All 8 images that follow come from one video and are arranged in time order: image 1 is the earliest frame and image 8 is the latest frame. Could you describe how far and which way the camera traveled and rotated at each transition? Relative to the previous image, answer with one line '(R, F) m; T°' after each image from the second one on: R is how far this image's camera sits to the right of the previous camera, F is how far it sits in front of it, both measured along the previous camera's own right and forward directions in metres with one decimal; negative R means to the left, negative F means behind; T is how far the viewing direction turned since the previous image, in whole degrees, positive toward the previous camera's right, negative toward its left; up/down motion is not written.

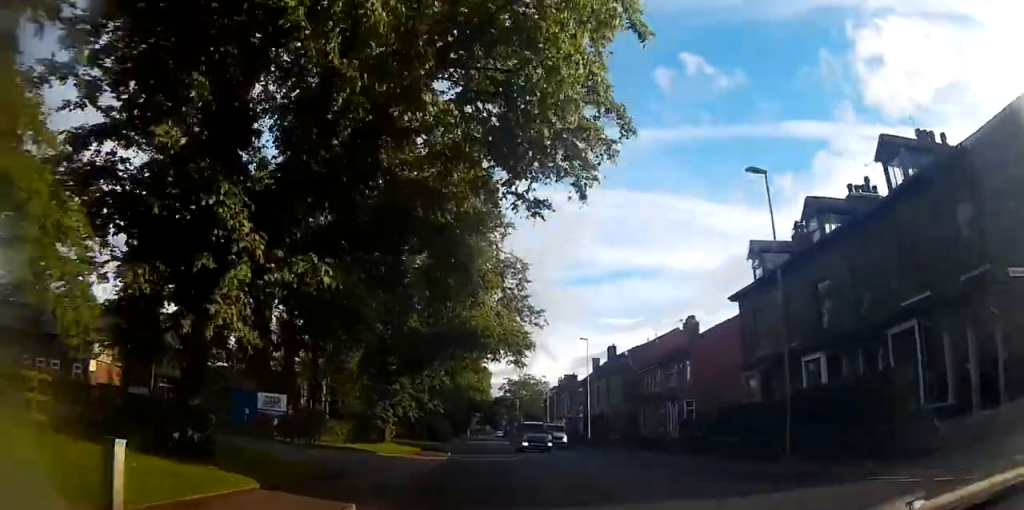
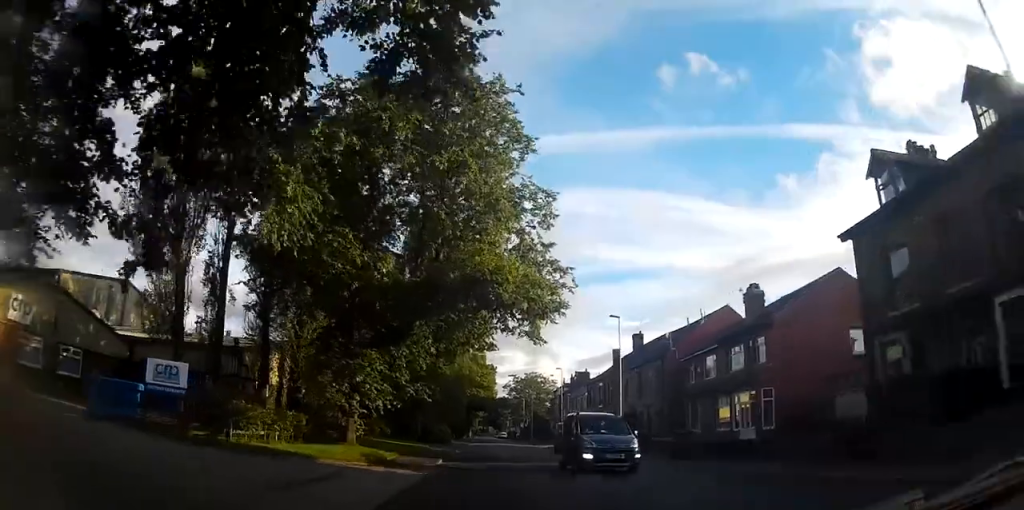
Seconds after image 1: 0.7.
(0.0, +9.7) m; 0°
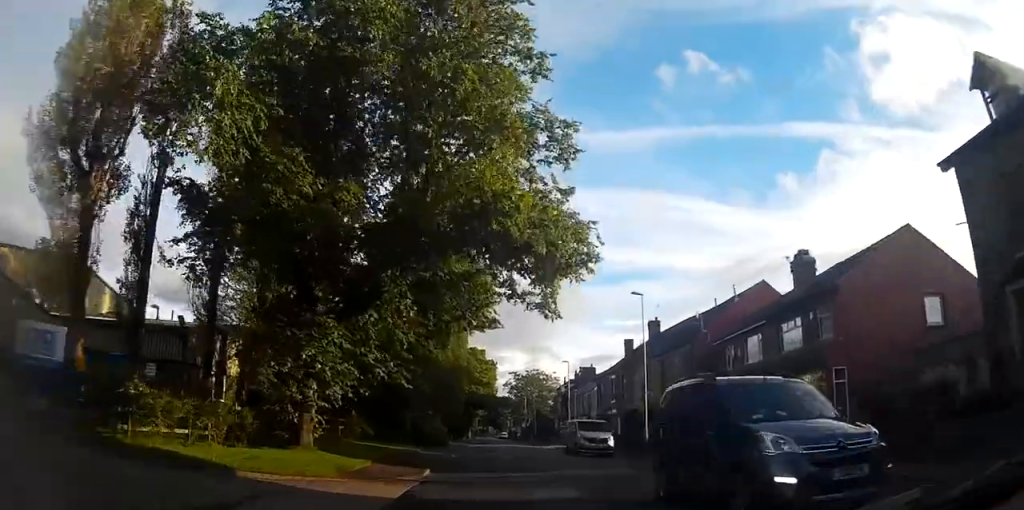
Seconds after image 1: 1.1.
(0.0, +5.8) m; 0°
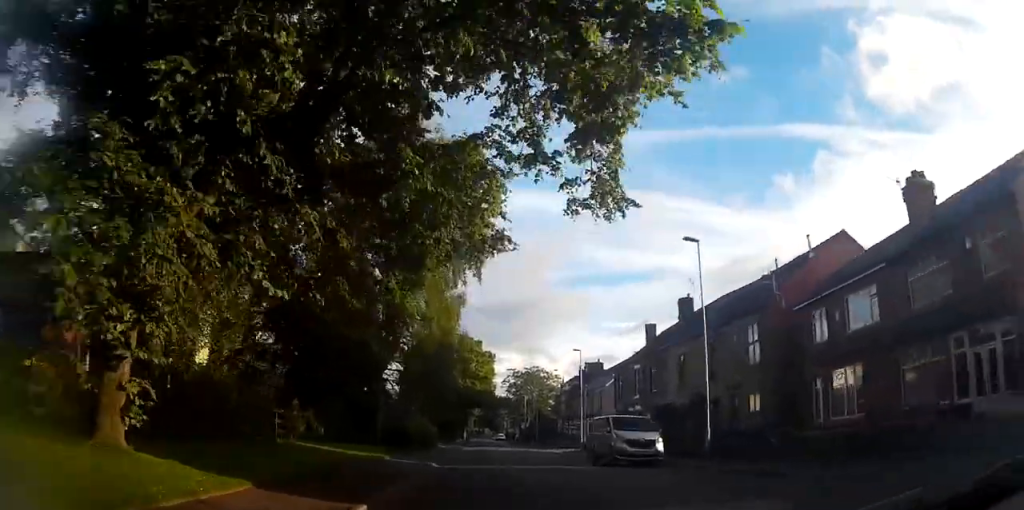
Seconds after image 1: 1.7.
(0.0, +9.2) m; 0°
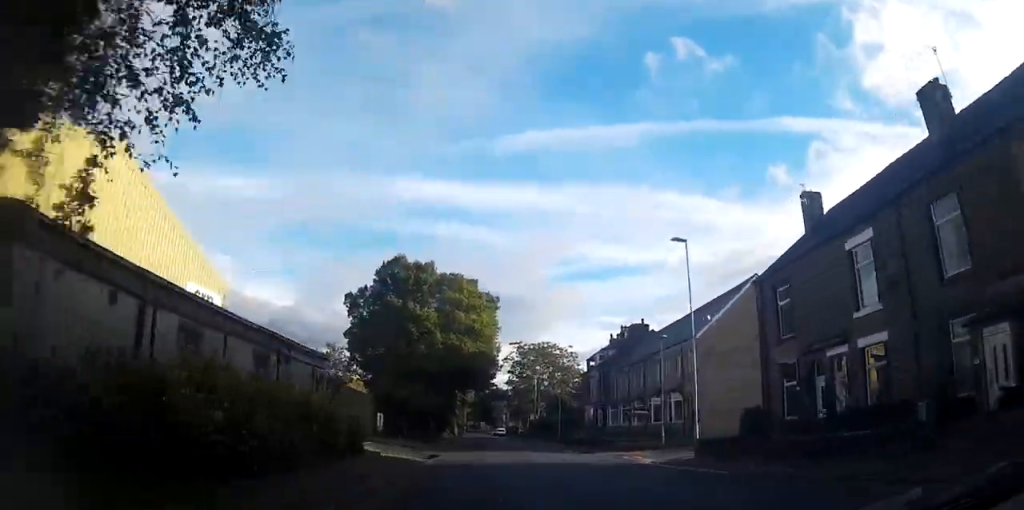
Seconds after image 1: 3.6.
(+0.1, +27.7) m; 0°
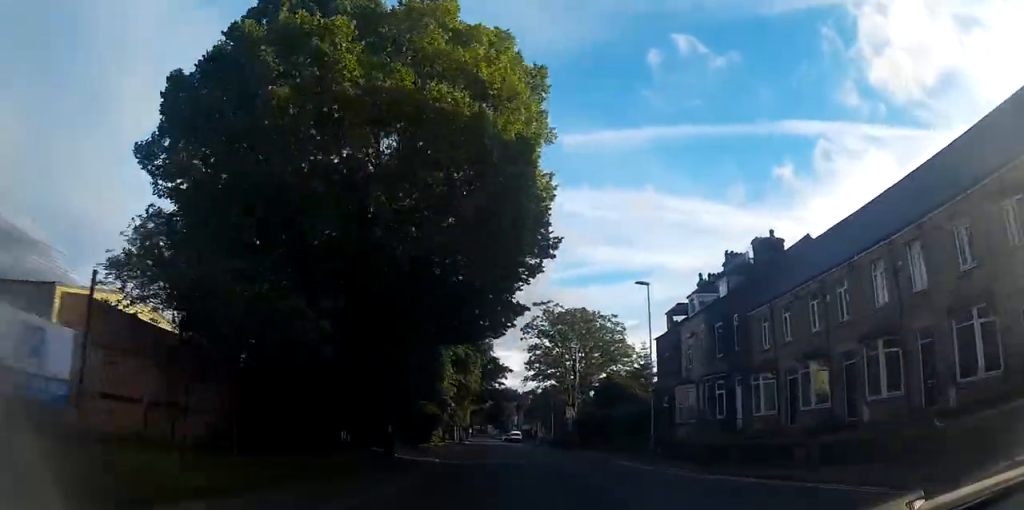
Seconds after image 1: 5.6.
(+0.1, +29.6) m; 0°
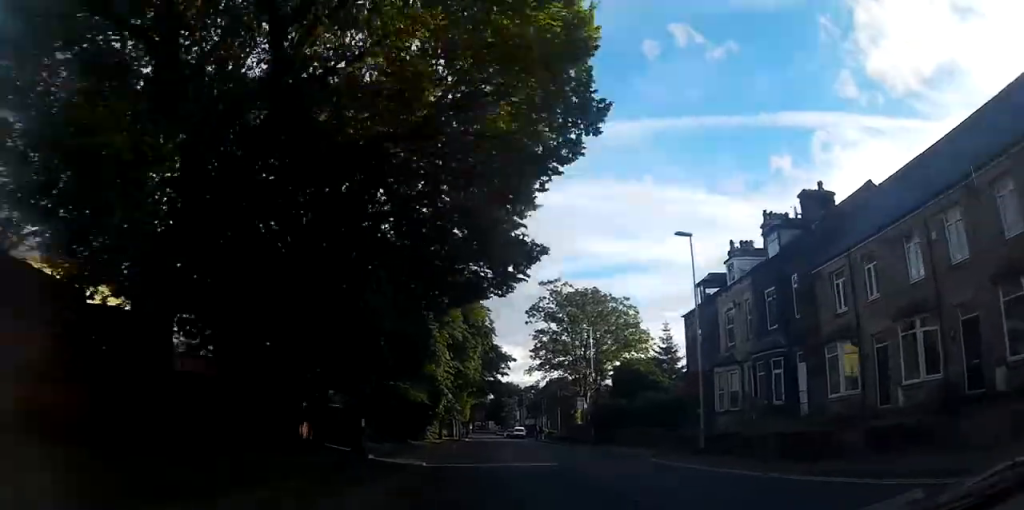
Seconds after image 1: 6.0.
(+0.1, +6.4) m; 0°
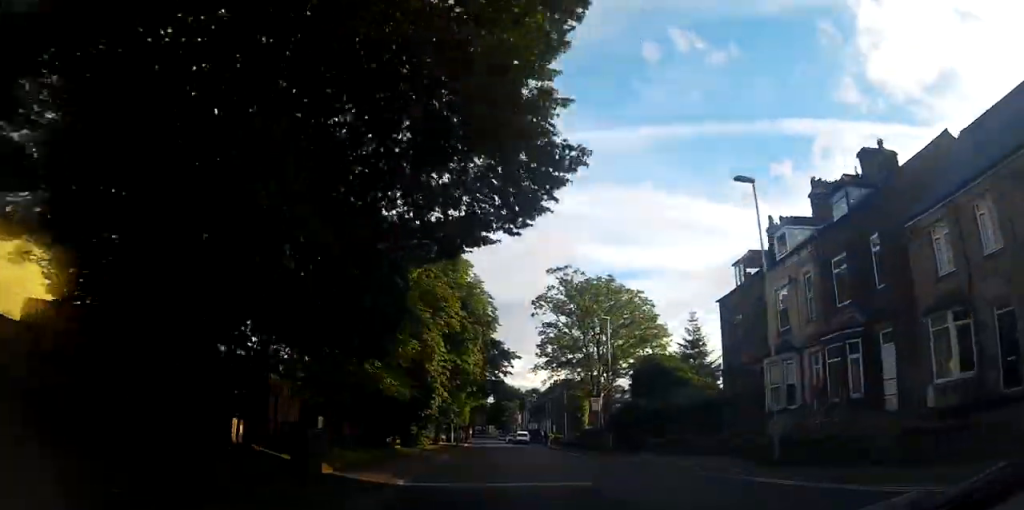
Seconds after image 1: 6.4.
(-0.1, +5.9) m; 0°
